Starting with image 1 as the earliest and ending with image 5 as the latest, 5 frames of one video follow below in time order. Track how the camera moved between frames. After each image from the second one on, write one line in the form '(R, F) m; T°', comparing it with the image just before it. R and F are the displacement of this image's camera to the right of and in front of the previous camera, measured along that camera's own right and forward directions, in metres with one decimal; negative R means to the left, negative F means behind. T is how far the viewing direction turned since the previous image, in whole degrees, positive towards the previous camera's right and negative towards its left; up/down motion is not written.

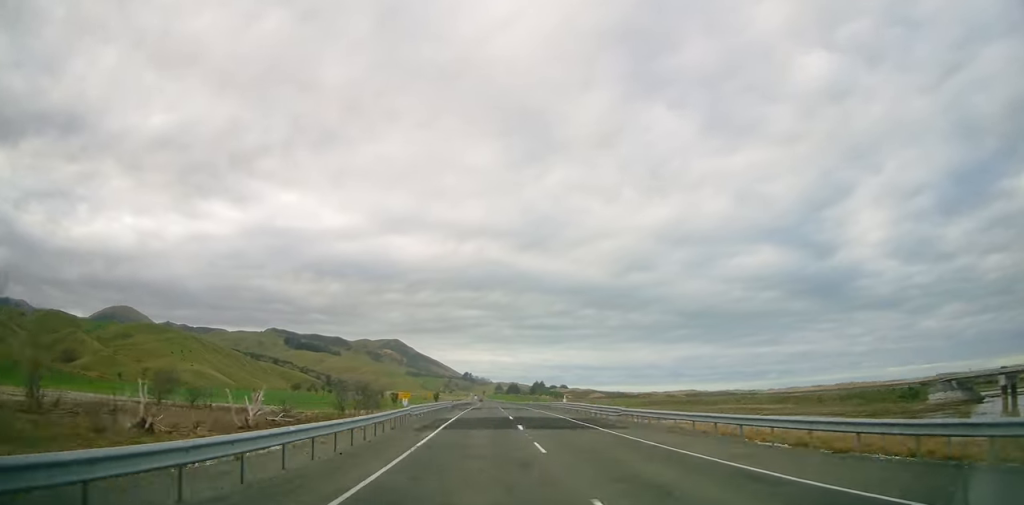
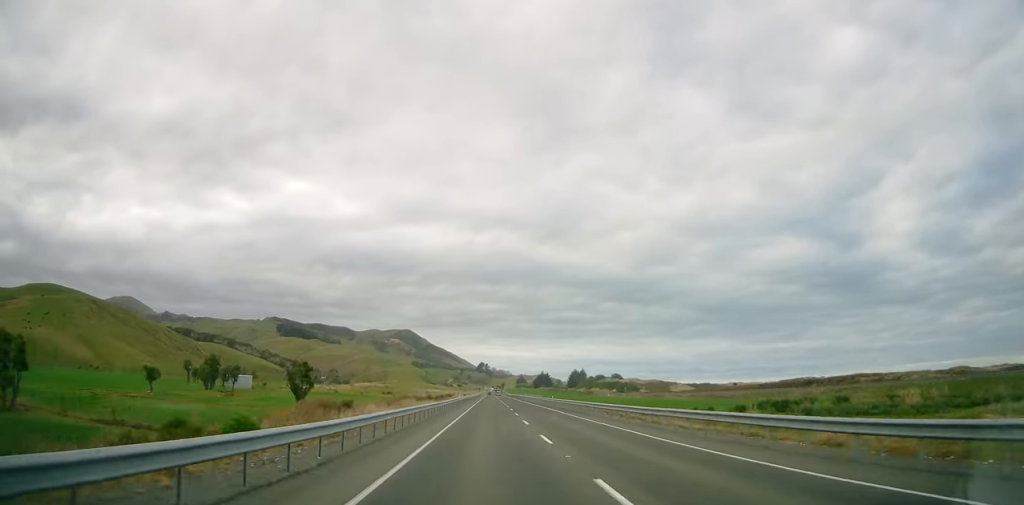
(-3.6, +219.7) m; -2°
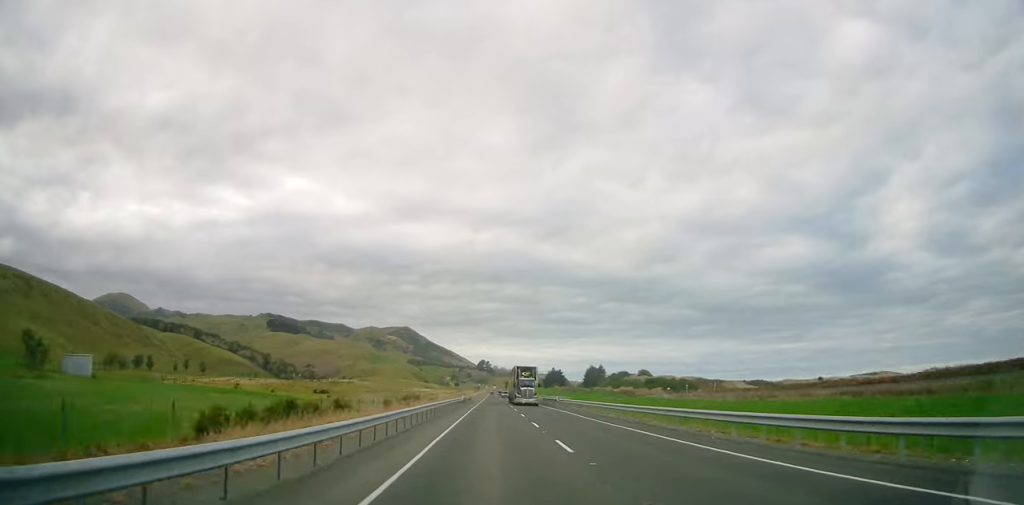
(+0.2, +86.6) m; 0°
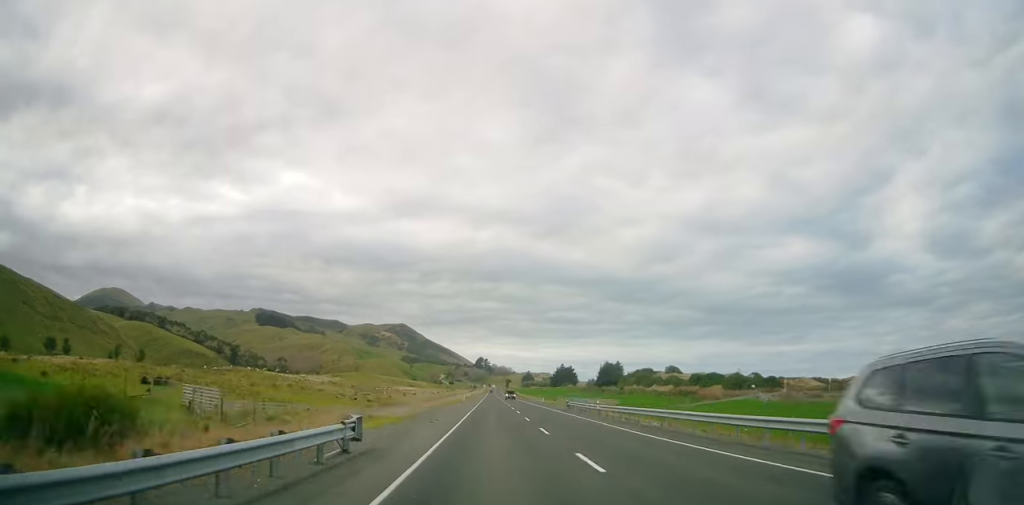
(+0.1, +69.2) m; 0°
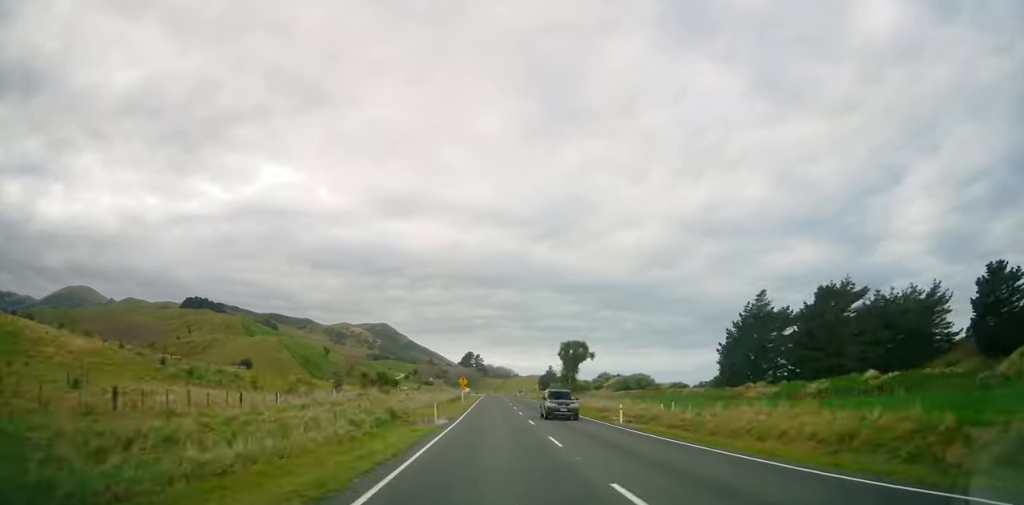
(+0.8, +316.7) m; +1°
